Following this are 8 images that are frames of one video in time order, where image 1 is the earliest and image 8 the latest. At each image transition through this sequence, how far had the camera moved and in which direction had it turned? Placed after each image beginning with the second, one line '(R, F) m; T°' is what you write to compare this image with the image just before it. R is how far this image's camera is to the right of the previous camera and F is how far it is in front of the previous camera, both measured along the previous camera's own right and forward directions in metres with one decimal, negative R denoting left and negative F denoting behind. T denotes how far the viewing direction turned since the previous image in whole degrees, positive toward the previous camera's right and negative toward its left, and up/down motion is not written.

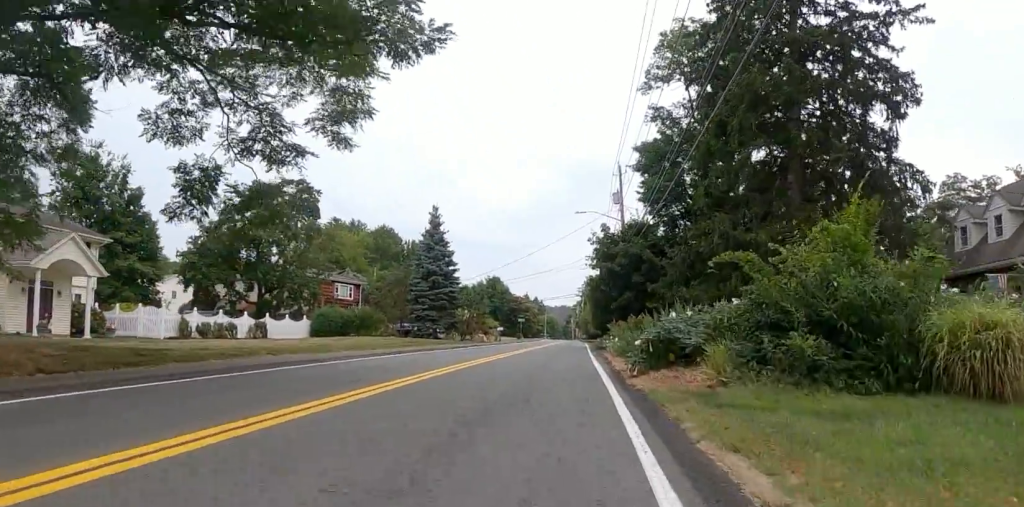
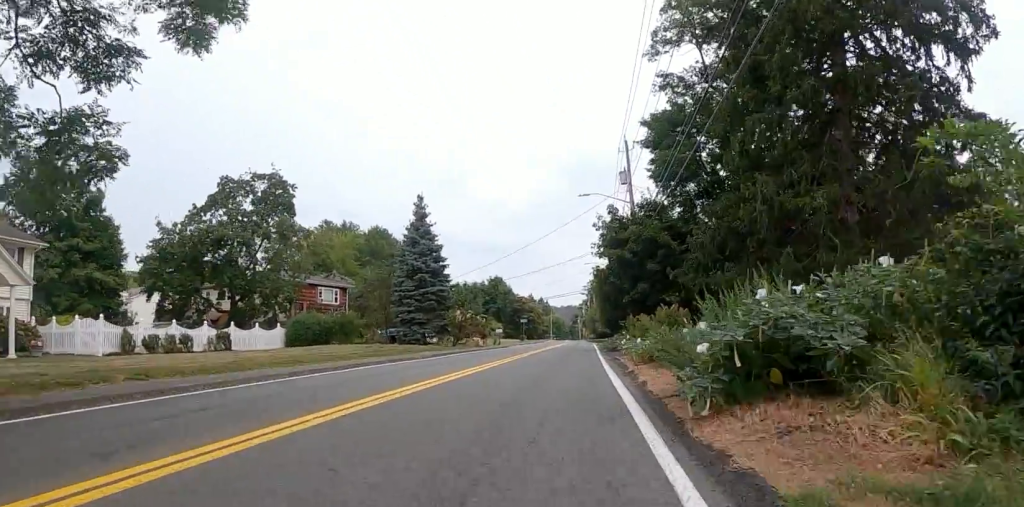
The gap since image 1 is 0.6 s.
(0.0, +5.2) m; 0°
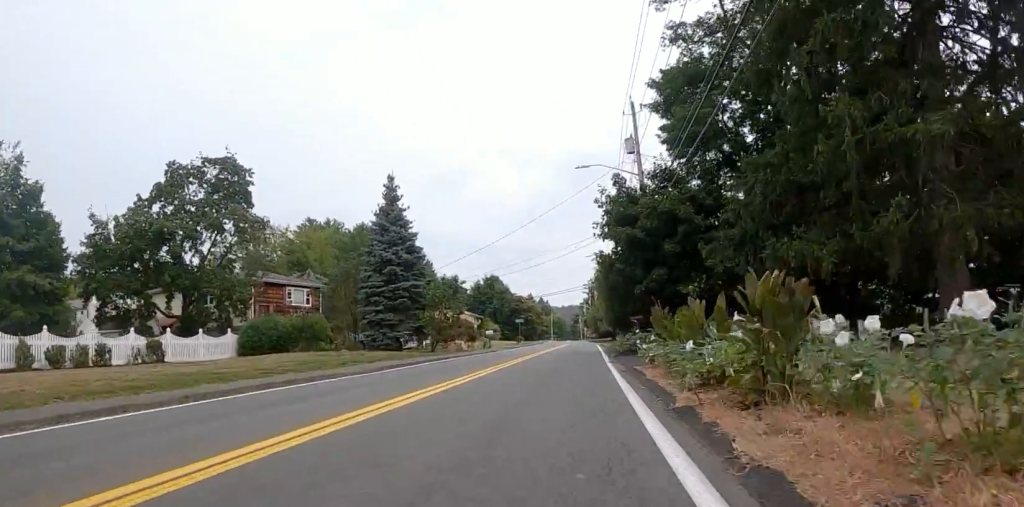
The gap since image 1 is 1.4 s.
(0.0, +6.3) m; 0°
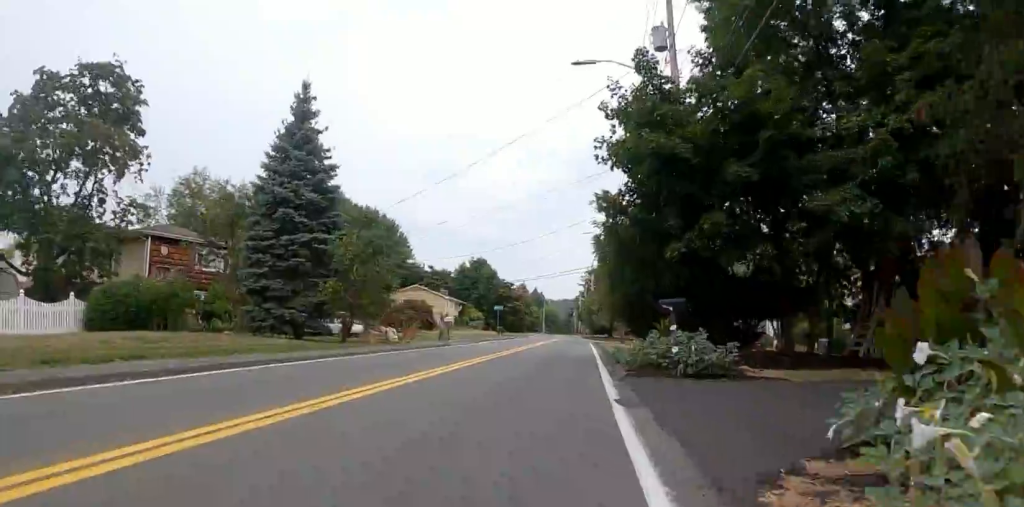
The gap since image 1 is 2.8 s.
(0.0, +11.4) m; 0°
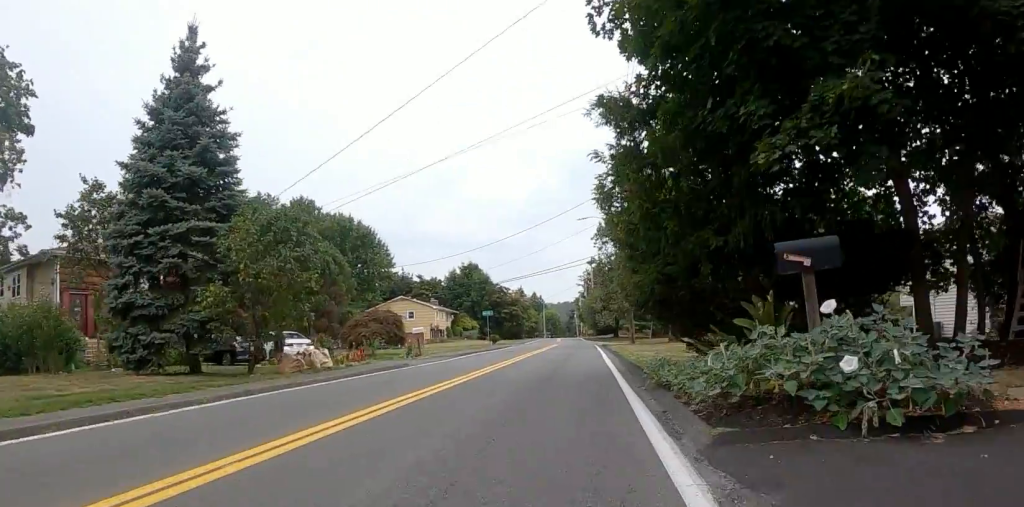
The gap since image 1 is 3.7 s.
(0.0, +6.9) m; 0°
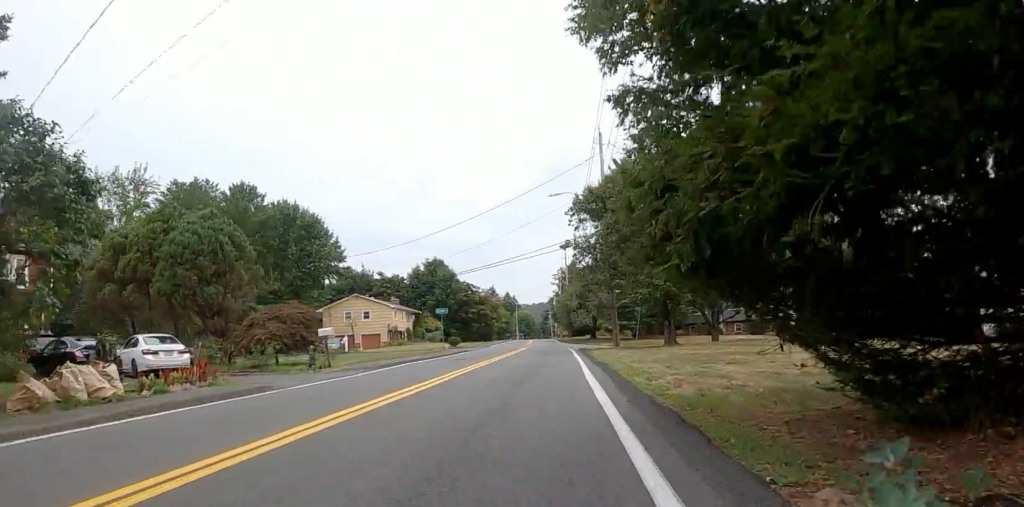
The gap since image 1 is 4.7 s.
(0.0, +7.6) m; 0°
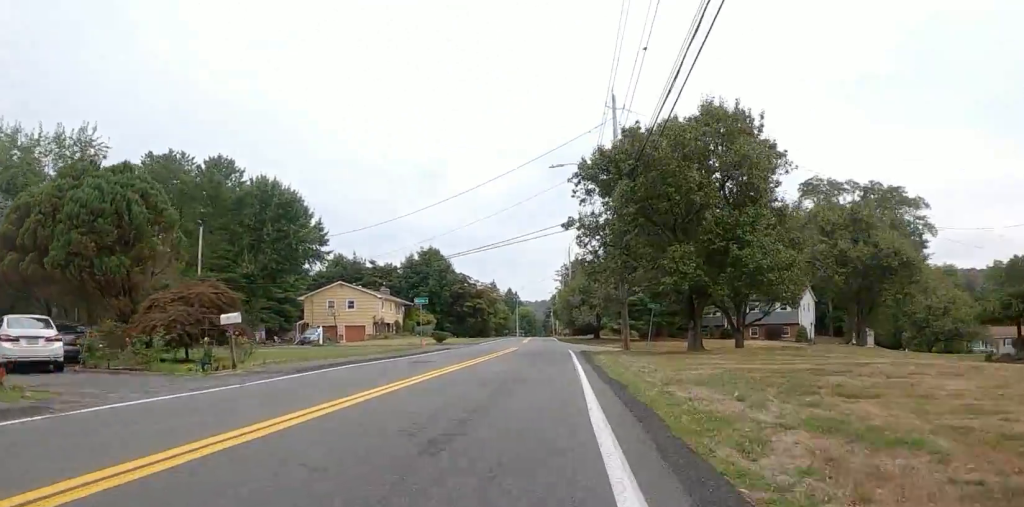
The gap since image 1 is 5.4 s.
(0.0, +5.9) m; 0°
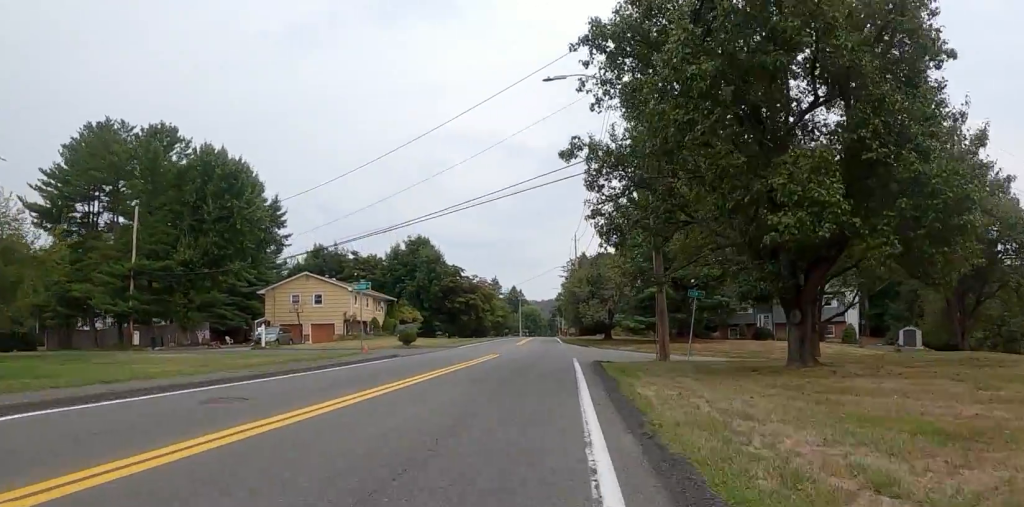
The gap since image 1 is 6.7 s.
(0.0, +10.5) m; -3°
